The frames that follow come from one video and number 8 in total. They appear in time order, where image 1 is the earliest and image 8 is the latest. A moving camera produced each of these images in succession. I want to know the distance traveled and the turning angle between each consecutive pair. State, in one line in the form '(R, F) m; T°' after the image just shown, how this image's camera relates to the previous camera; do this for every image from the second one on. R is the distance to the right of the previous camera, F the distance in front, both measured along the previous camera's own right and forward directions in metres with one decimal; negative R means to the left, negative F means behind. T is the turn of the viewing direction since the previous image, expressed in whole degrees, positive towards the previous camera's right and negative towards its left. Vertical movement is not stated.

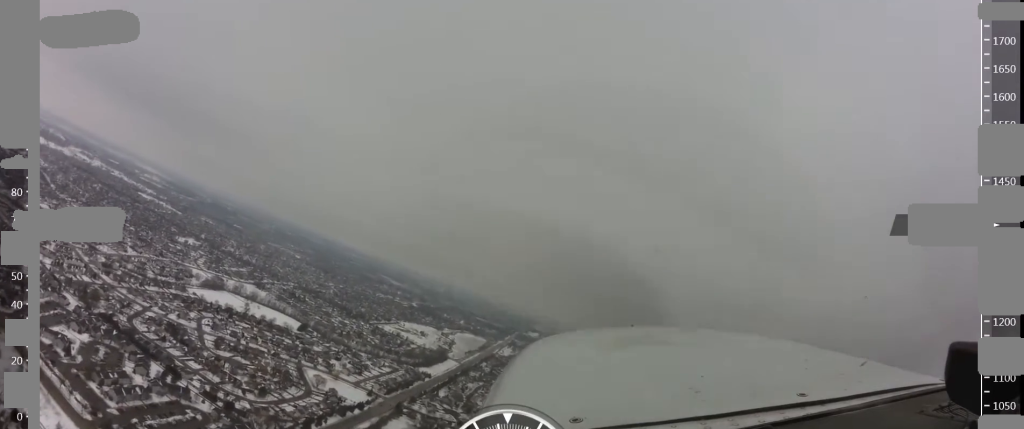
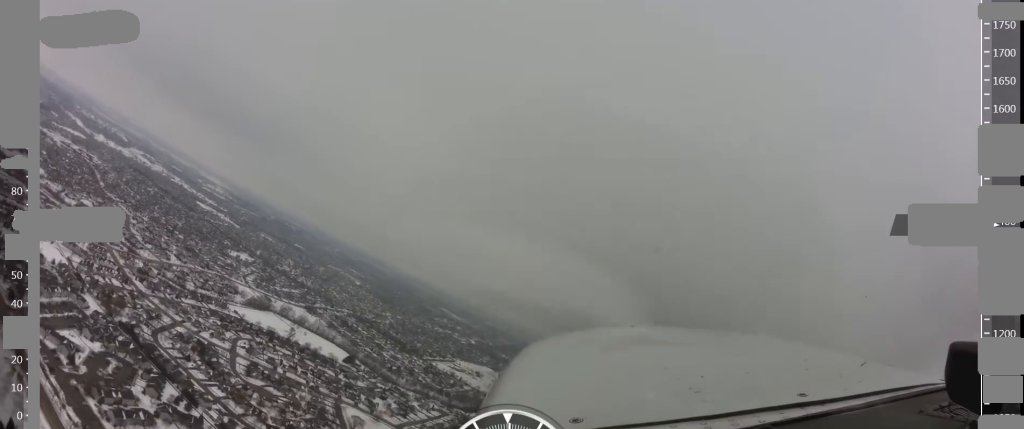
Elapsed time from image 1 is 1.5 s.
(-5.7, +50.9) m; -11°
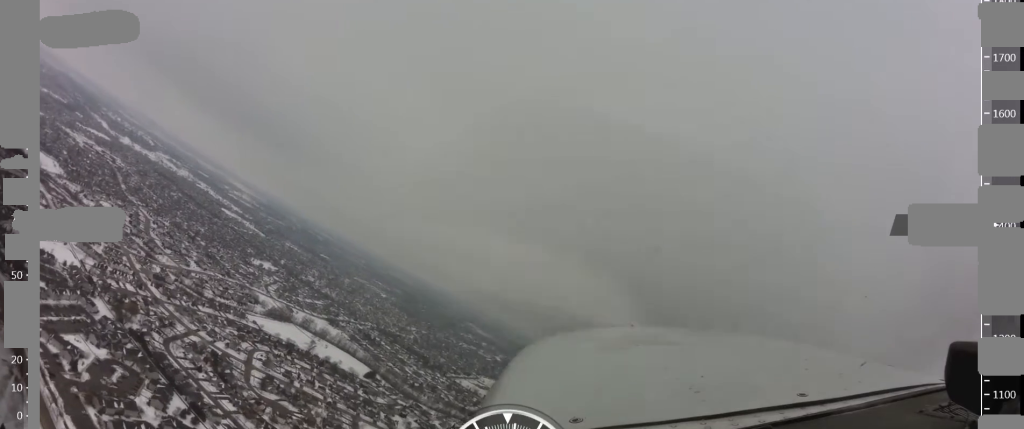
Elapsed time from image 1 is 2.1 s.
(-0.7, +20.5) m; -4°
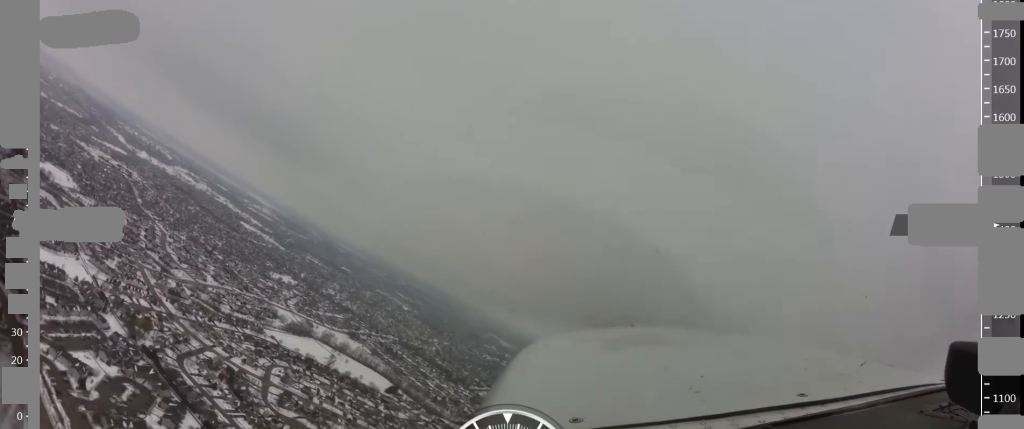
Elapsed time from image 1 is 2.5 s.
(+0.1, +13.7) m; -3°
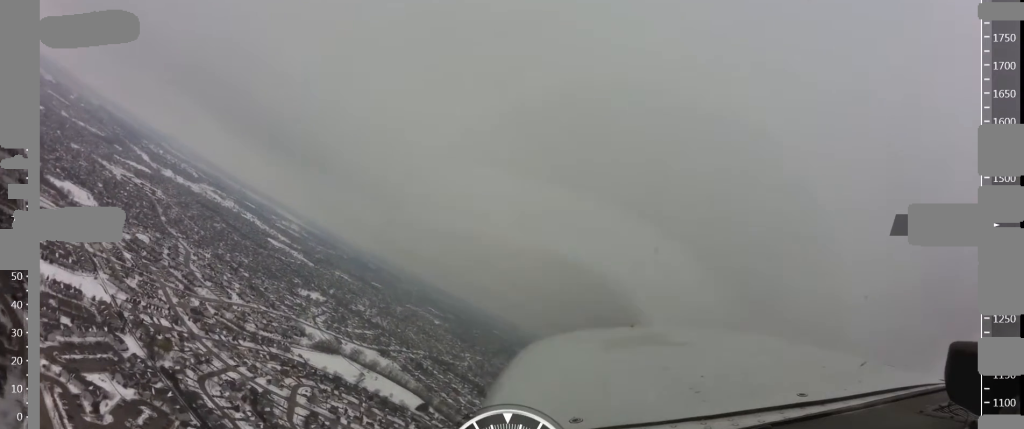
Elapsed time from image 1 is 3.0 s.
(-0.7, +17.1) m; -4°
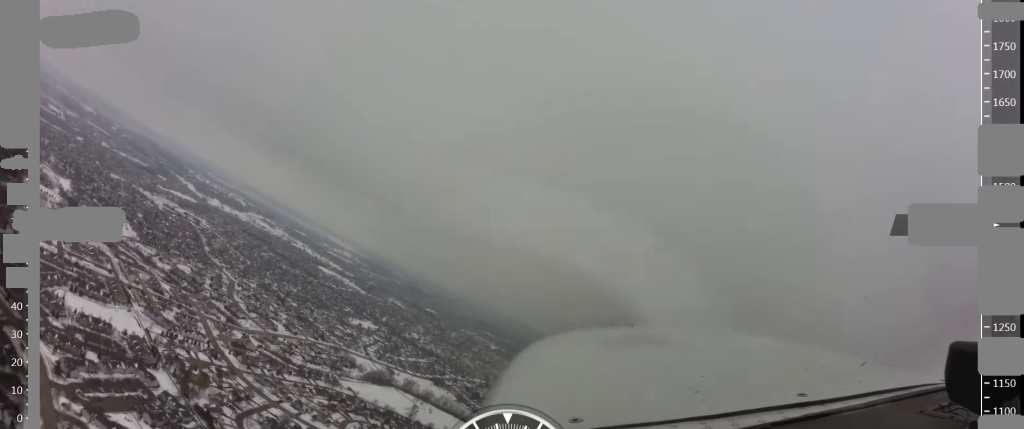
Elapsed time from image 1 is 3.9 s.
(-2.1, +32.3) m; -7°
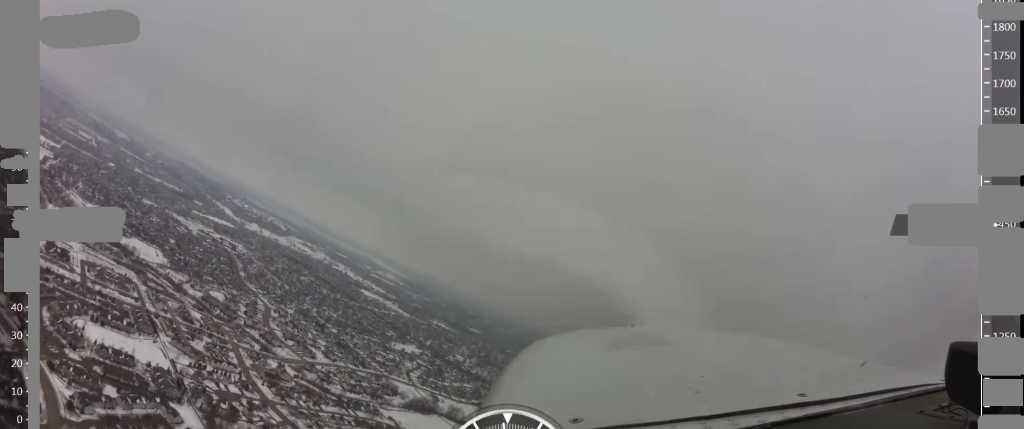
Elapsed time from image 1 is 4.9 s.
(-1.8, +33.0) m; -6°
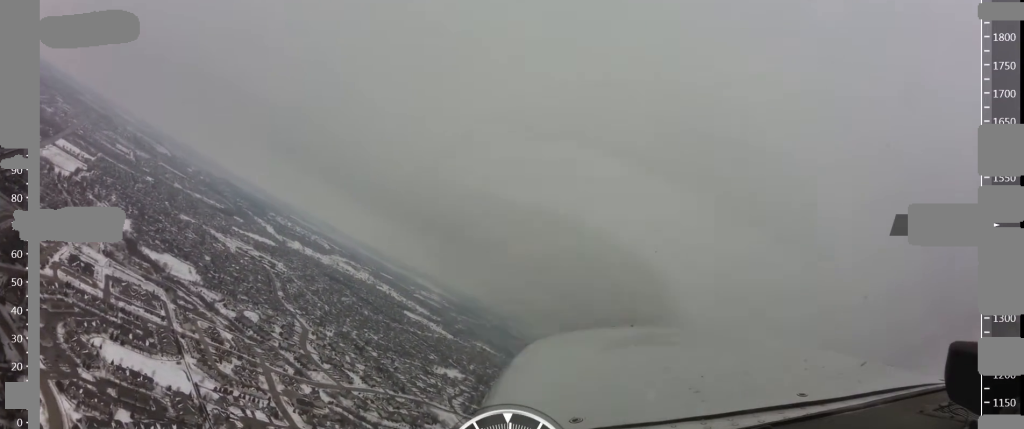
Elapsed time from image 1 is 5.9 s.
(-2.2, +36.3) m; -5°
